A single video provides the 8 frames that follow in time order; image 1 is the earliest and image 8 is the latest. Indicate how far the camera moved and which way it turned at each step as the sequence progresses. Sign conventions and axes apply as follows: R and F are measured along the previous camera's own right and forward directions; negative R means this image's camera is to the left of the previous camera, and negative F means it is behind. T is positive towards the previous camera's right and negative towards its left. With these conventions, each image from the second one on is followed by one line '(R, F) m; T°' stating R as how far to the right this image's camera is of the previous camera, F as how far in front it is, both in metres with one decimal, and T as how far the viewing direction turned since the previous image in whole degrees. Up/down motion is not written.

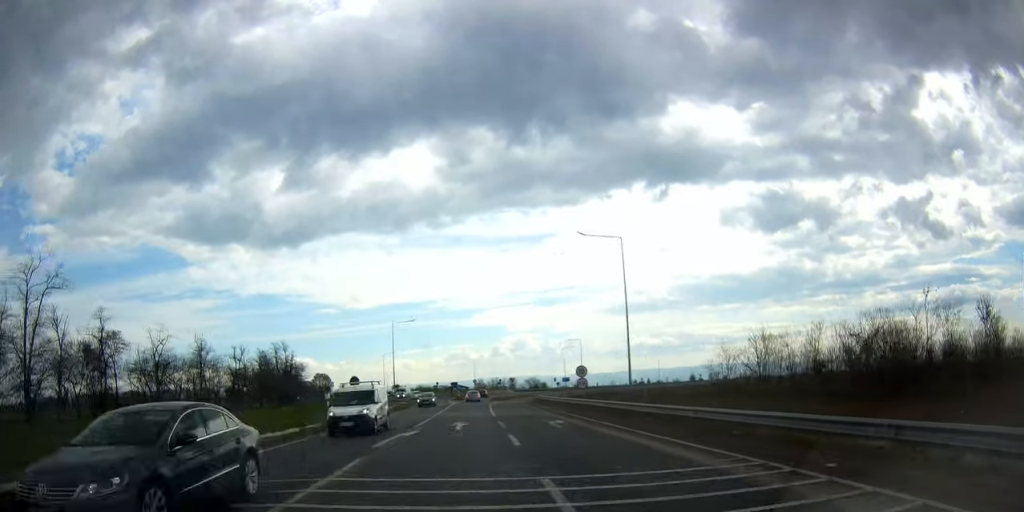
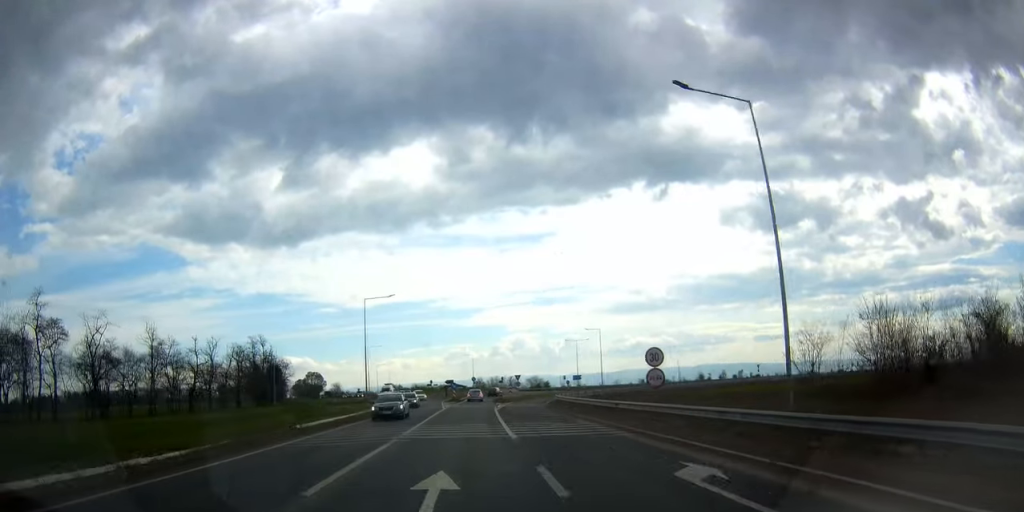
(0.0, +18.2) m; 0°
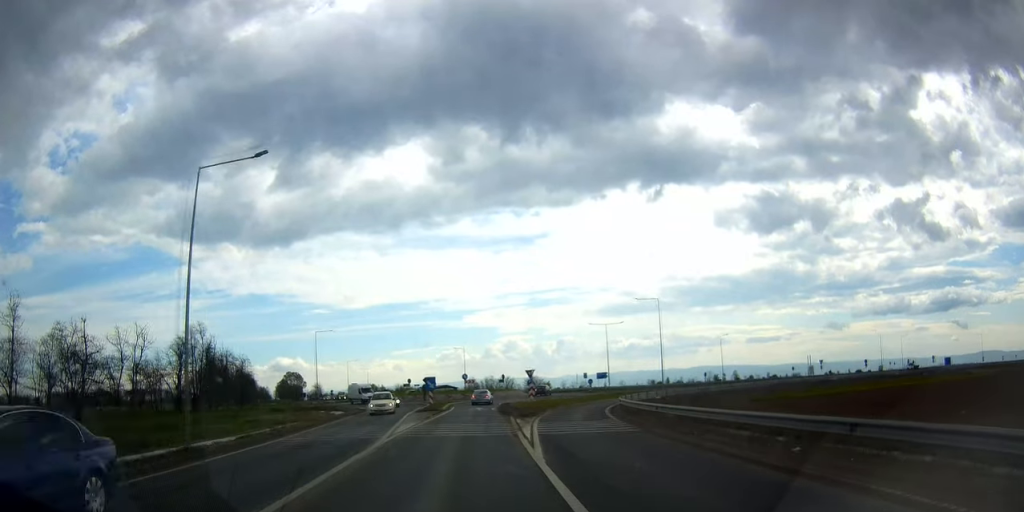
(-0.7, +33.2) m; -2°
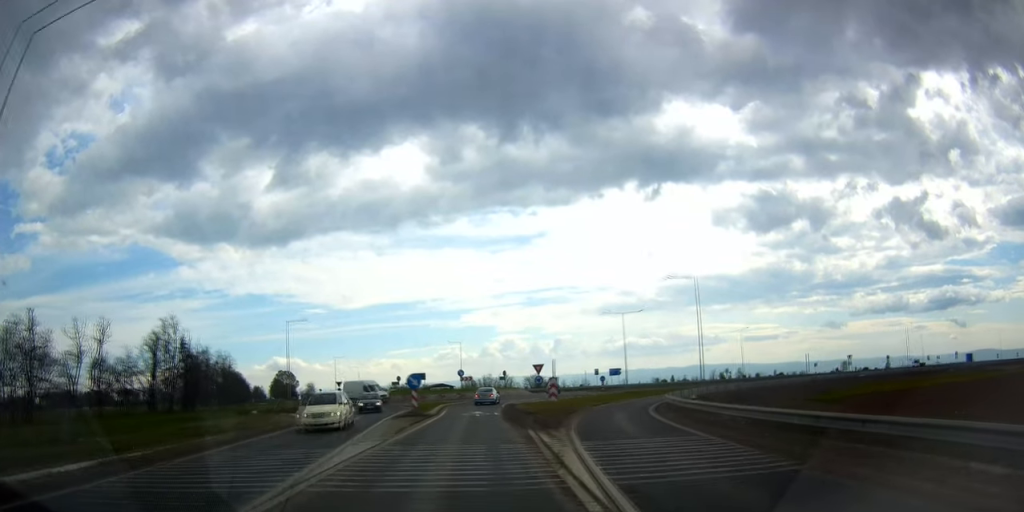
(0.0, +11.5) m; +1°
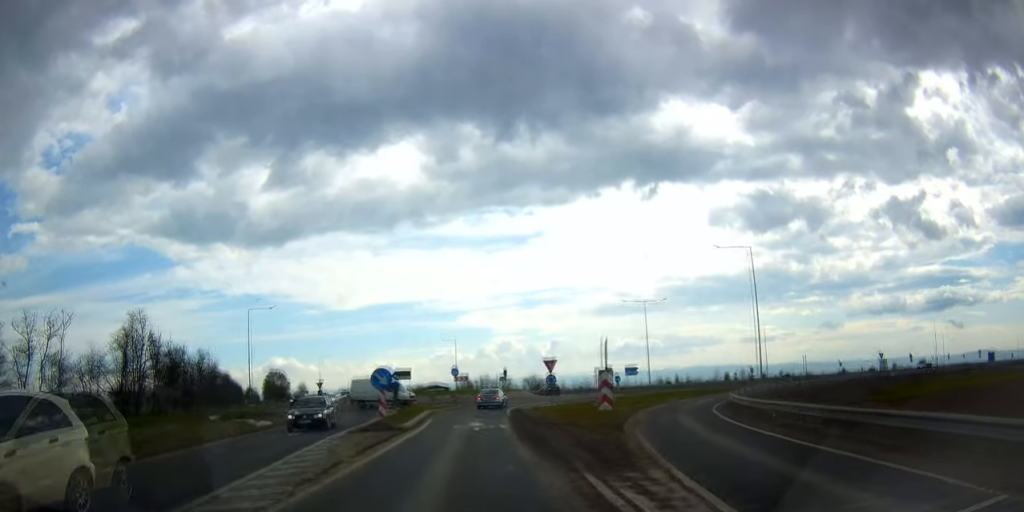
(+0.2, +11.6) m; -1°
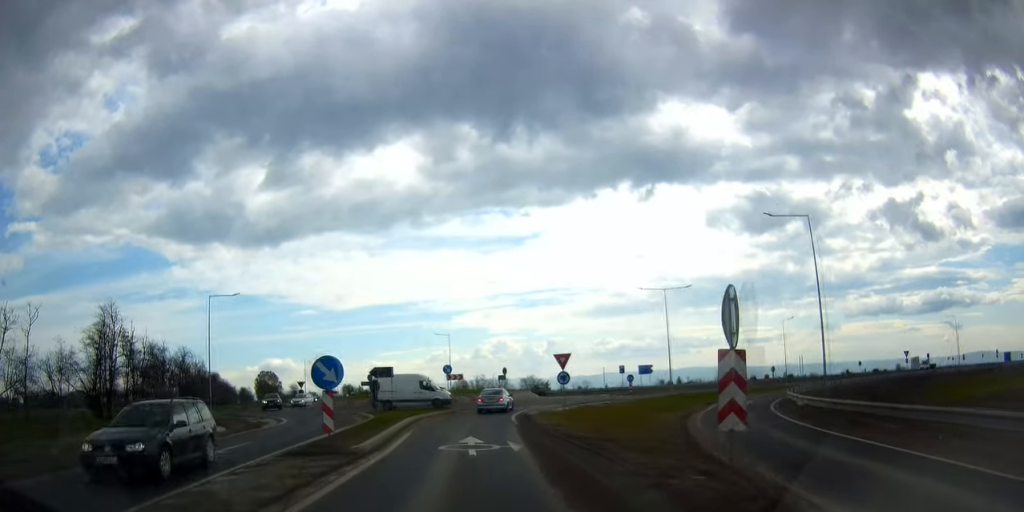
(0.0, +9.3) m; 0°
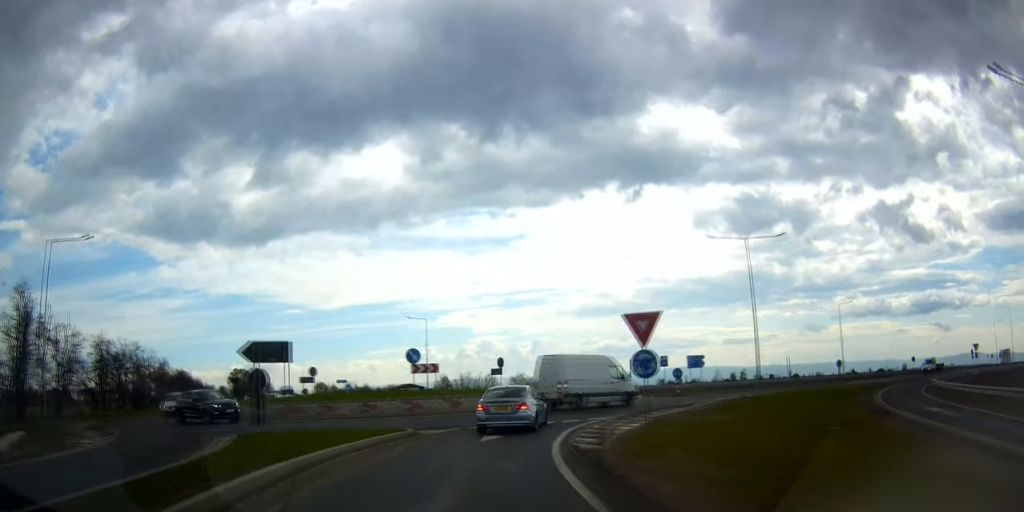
(+0.5, +23.7) m; +2°
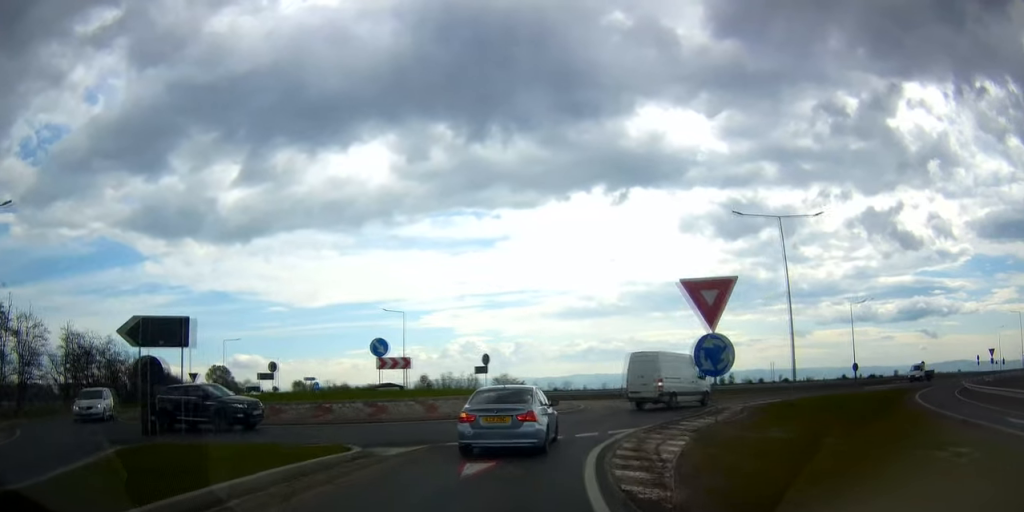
(-0.3, +7.9) m; -1°
